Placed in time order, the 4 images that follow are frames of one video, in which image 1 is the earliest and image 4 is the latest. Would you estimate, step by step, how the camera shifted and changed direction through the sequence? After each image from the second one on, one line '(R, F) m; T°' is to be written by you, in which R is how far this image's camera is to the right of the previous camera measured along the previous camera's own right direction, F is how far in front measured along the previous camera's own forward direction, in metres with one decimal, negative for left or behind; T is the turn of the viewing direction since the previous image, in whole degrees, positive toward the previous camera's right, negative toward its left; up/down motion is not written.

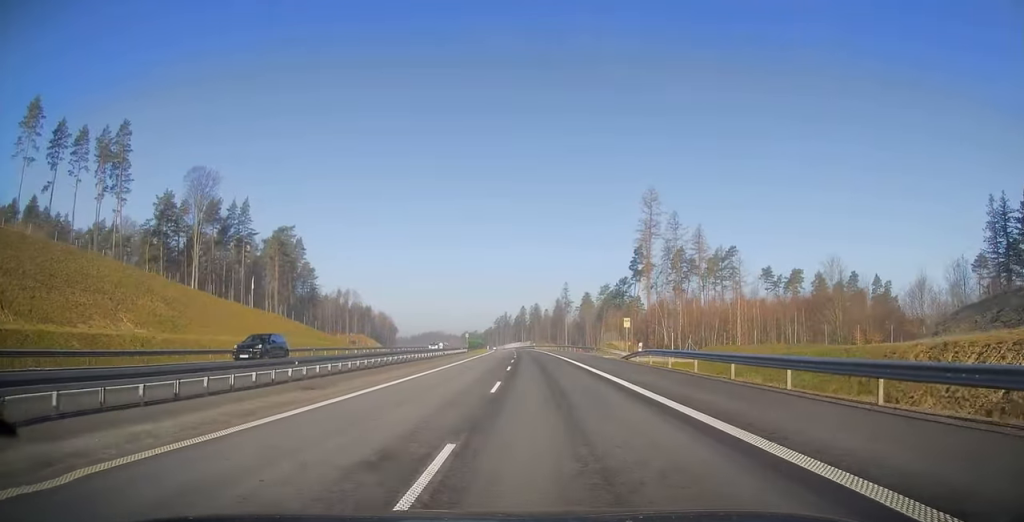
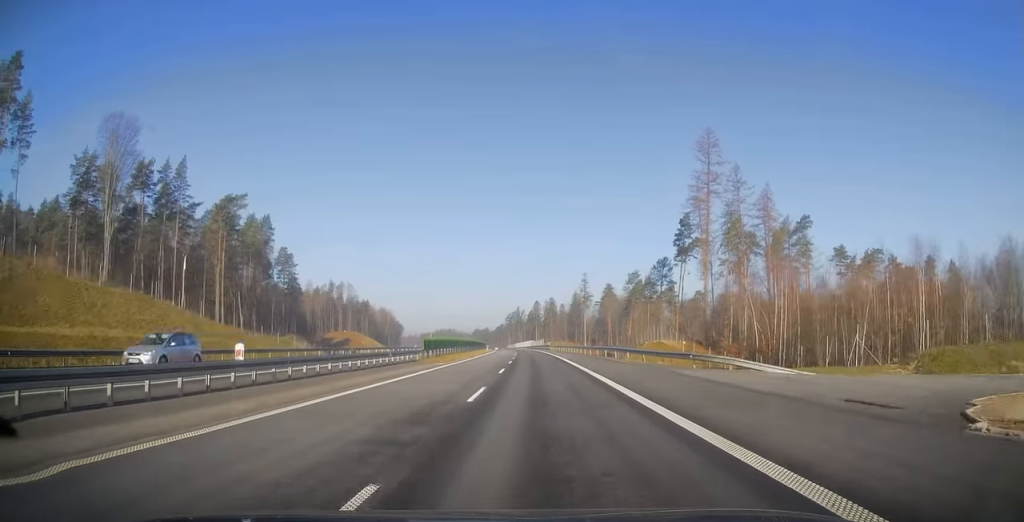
(-1.0, +38.0) m; -2°
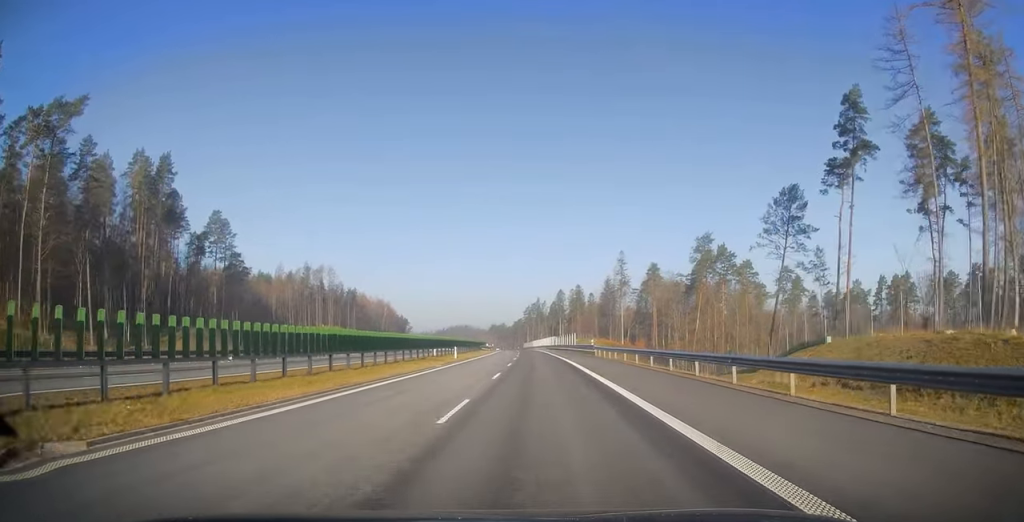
(-0.1, +63.5) m; -1°
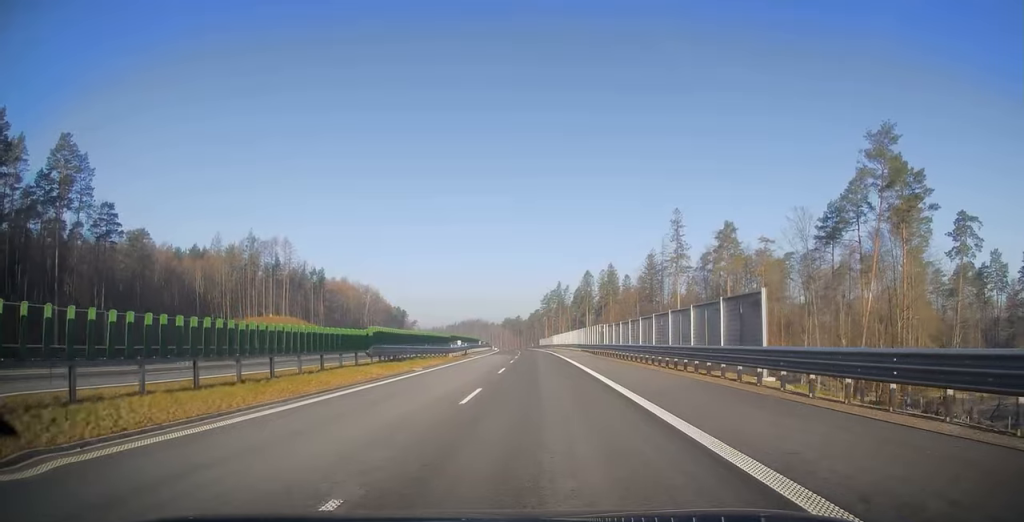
(-1.6, +68.8) m; -2°
